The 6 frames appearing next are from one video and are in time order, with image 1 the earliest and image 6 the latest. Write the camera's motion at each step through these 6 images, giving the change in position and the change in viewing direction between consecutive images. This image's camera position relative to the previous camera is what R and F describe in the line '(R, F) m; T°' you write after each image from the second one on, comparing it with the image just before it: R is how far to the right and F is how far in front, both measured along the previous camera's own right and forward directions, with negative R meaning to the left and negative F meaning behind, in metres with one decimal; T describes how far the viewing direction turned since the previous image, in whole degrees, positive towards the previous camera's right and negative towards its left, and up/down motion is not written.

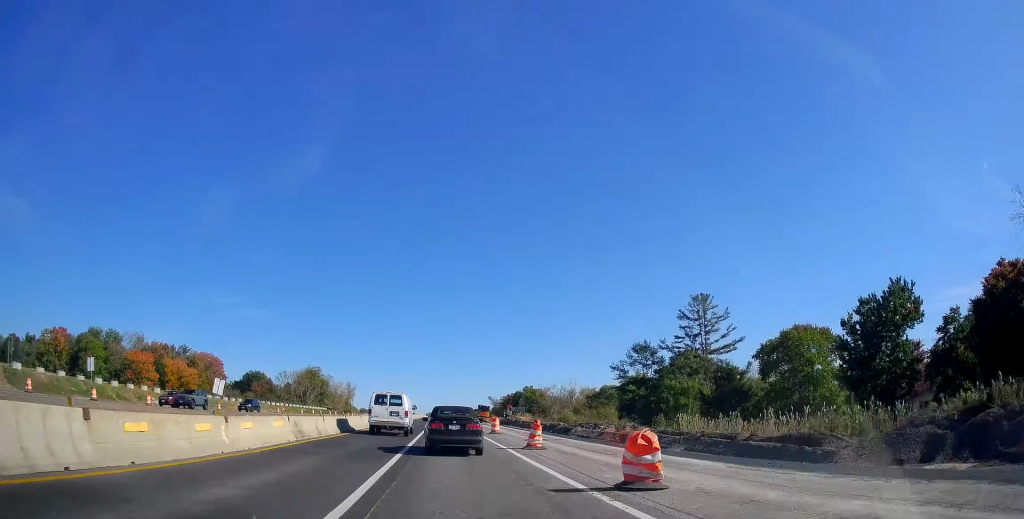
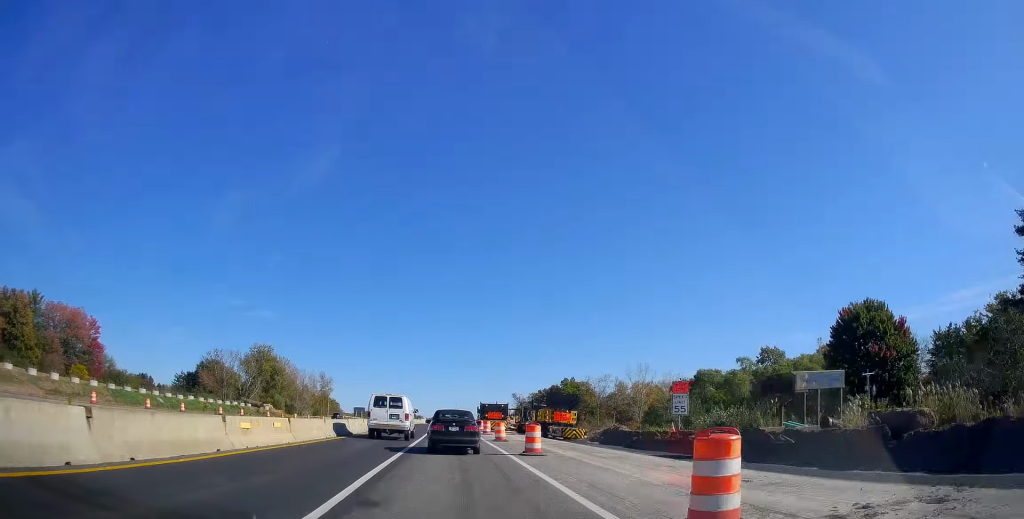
(-2.5, +79.8) m; -3°
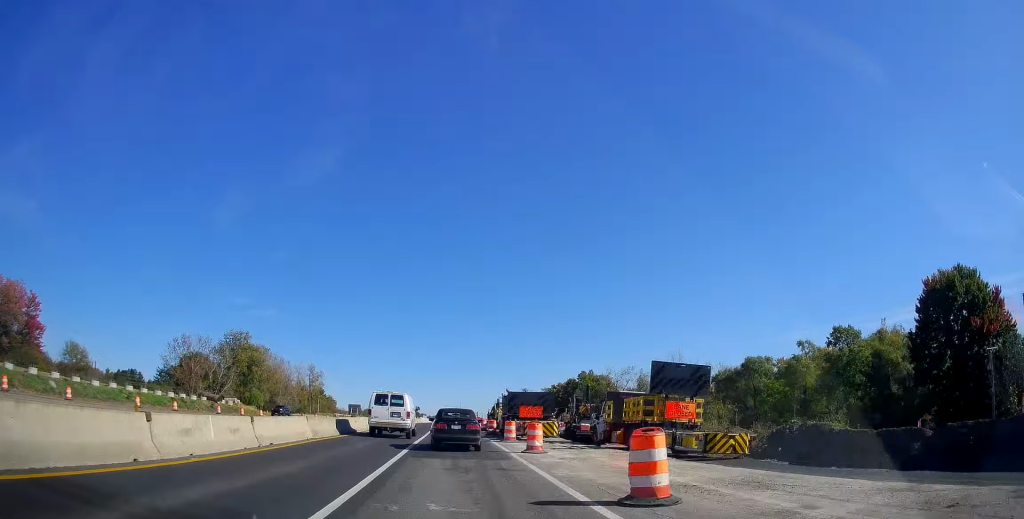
(+0.4, +22.5) m; +1°
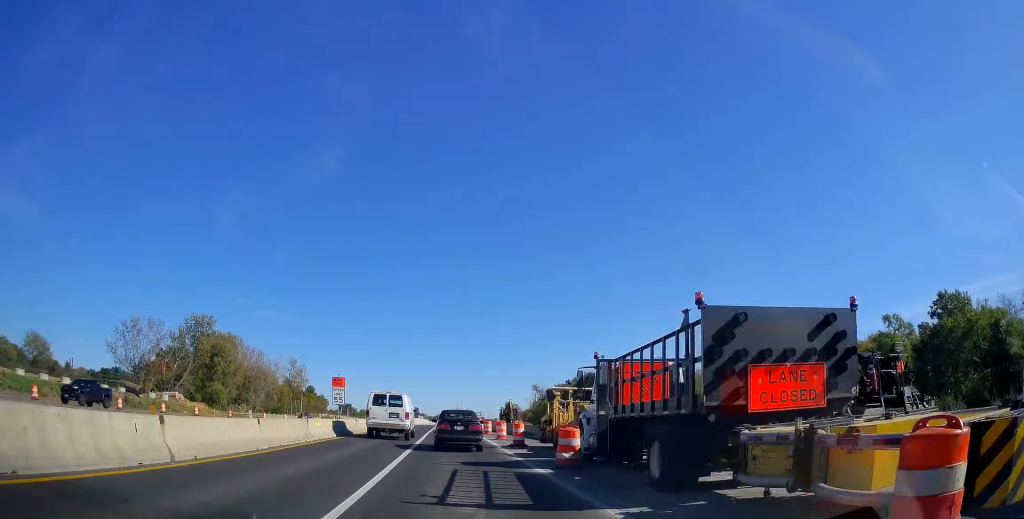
(-0.2, +24.0) m; 0°
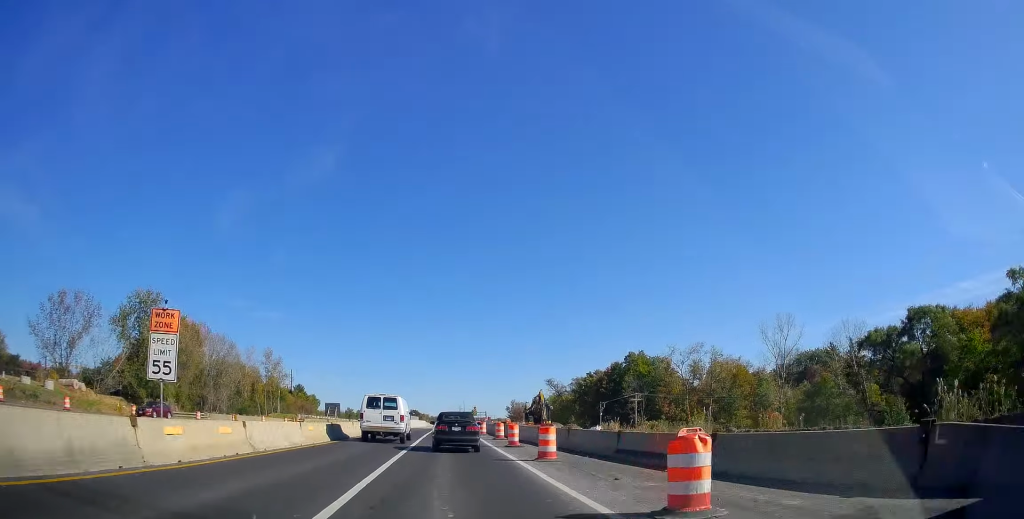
(+0.2, +24.7) m; -1°
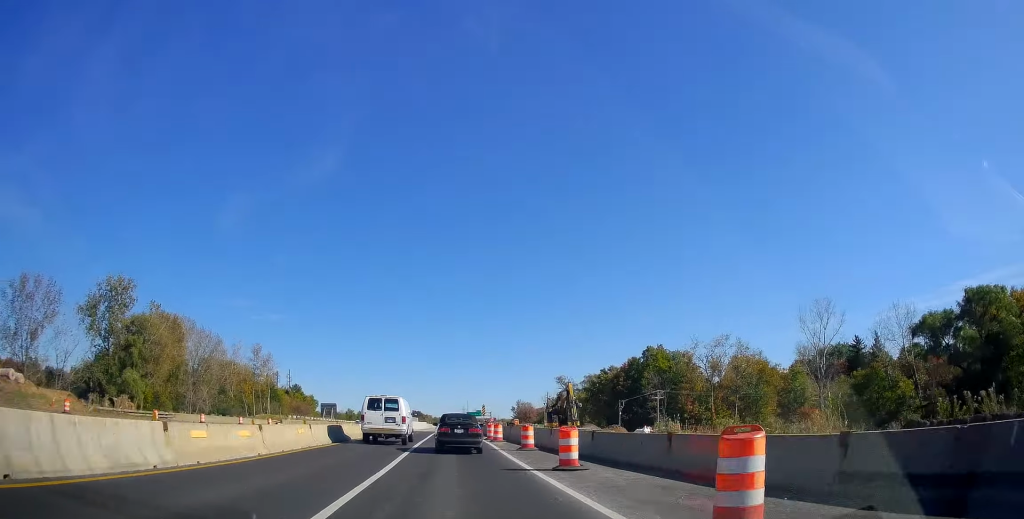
(-0.1, +10.7) m; -1°
